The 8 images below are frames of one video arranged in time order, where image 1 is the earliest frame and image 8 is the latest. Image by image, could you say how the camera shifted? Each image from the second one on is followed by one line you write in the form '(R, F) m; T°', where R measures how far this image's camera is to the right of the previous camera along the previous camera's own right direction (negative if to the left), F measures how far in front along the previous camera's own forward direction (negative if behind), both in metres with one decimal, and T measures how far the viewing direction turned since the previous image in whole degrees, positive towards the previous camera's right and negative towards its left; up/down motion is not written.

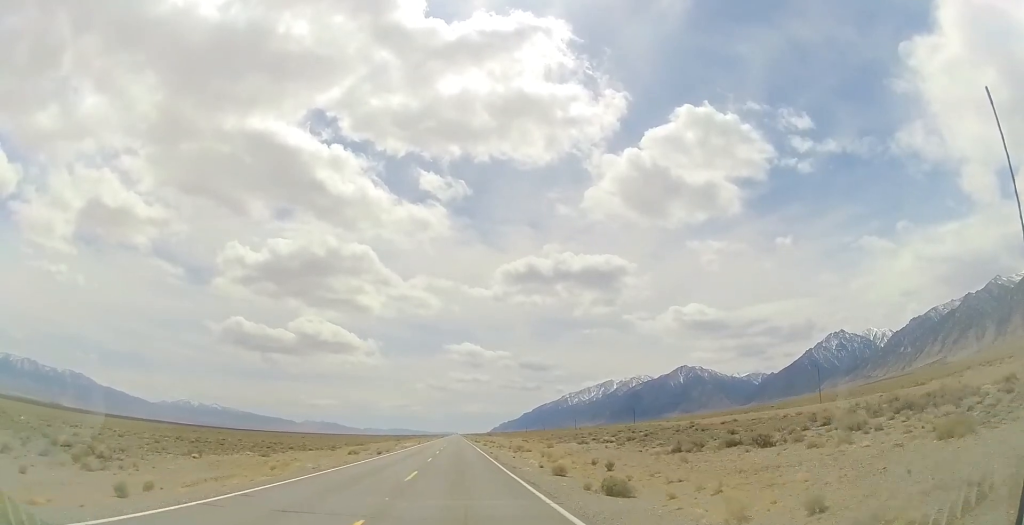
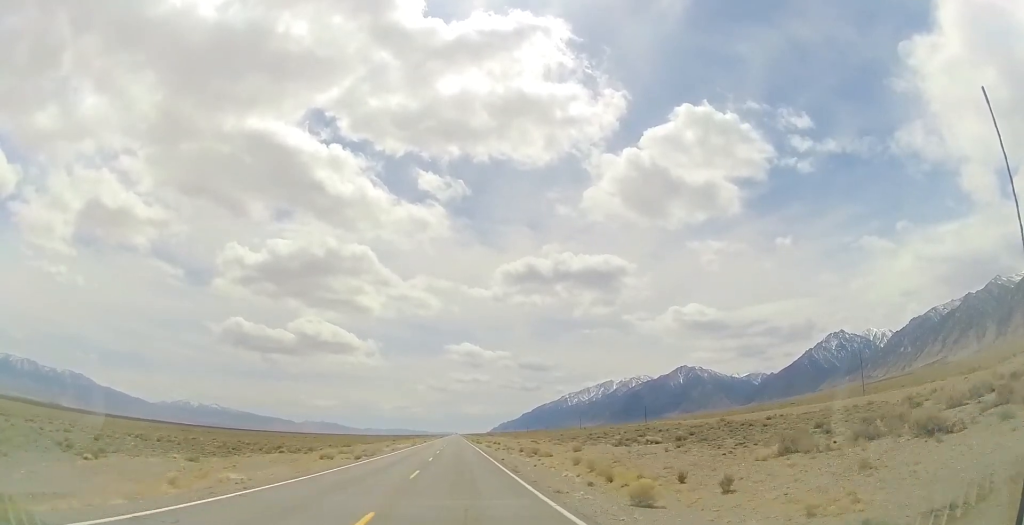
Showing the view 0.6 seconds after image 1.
(+0.3, +11.9) m; 0°
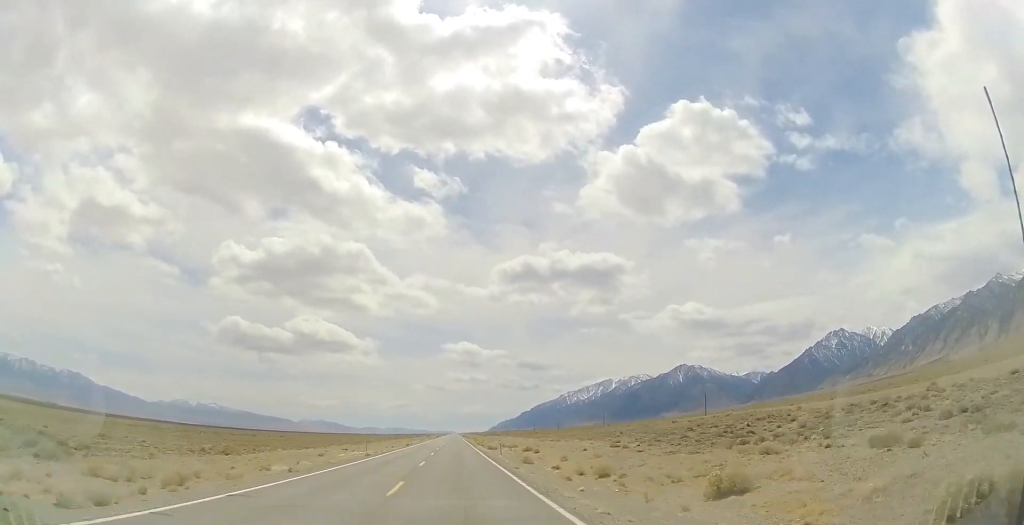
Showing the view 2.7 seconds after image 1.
(+0.9, +43.6) m; +2°
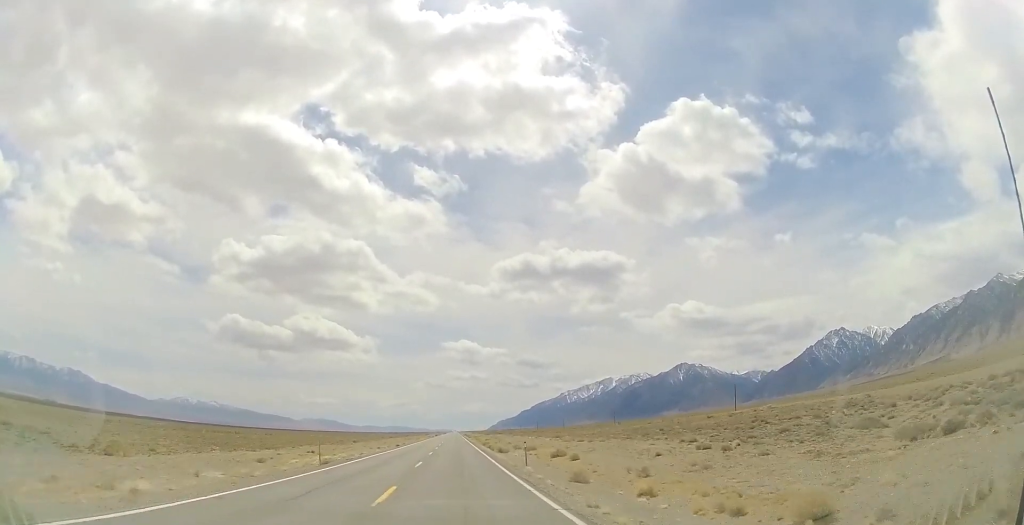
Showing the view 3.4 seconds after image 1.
(-0.2, +14.6) m; 0°
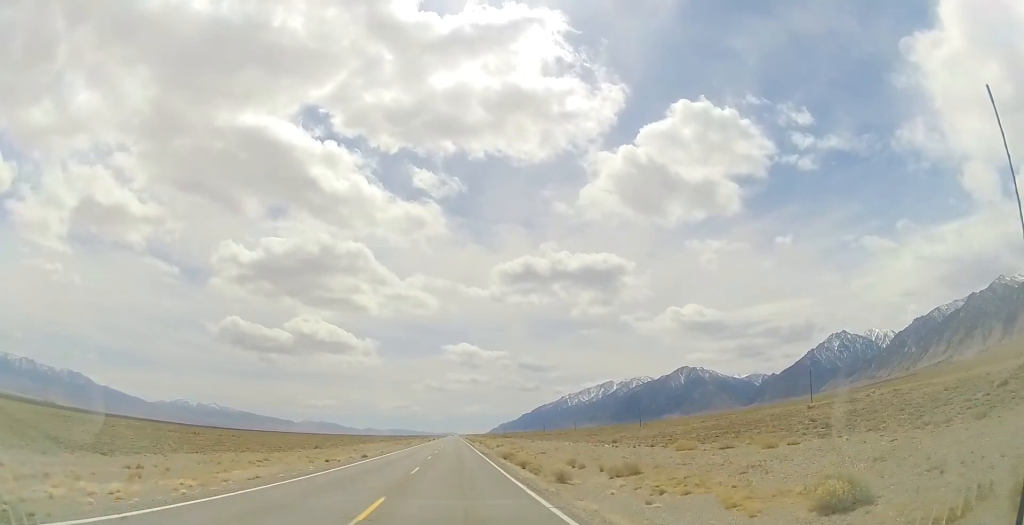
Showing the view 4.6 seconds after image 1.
(-0.2, +27.2) m; 0°
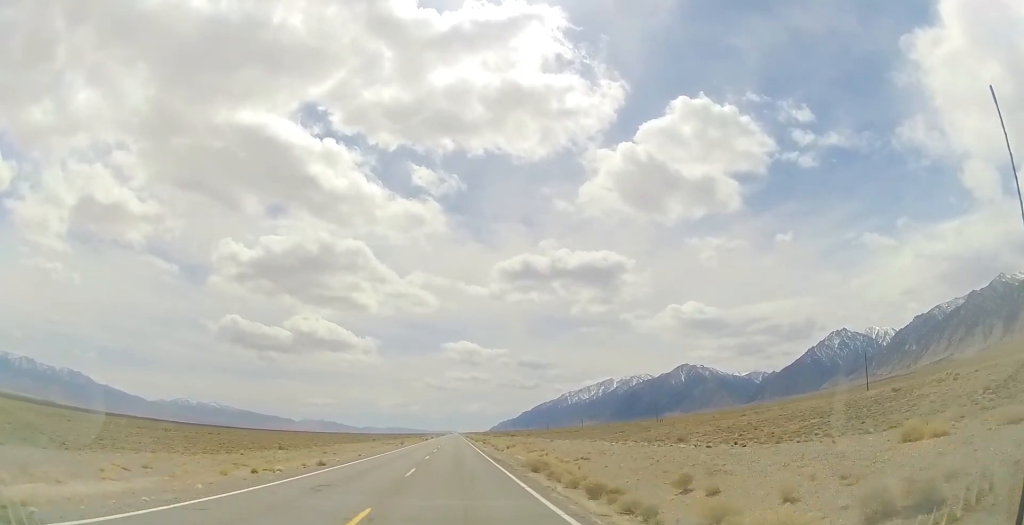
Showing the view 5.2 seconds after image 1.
(0.0, +14.9) m; 0°
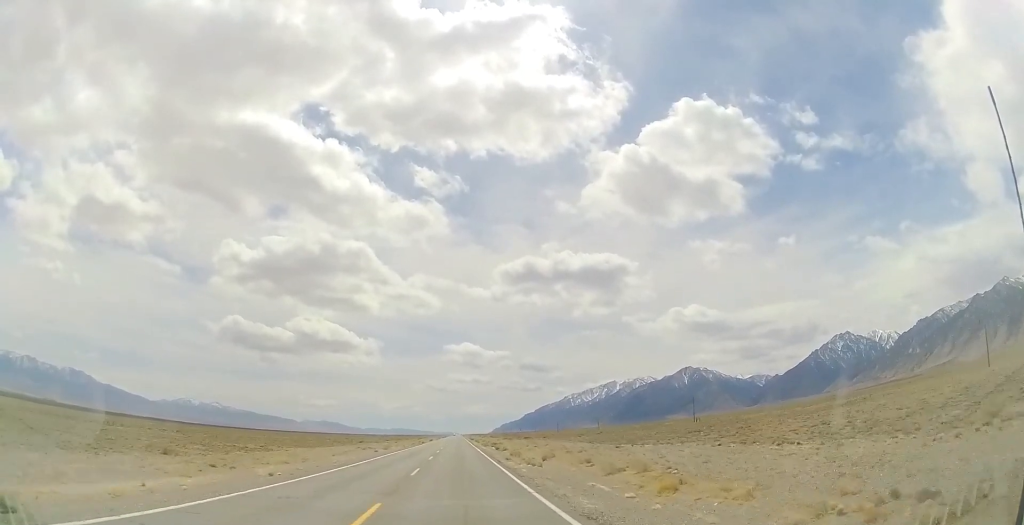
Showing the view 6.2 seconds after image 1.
(-0.2, +24.0) m; -1°
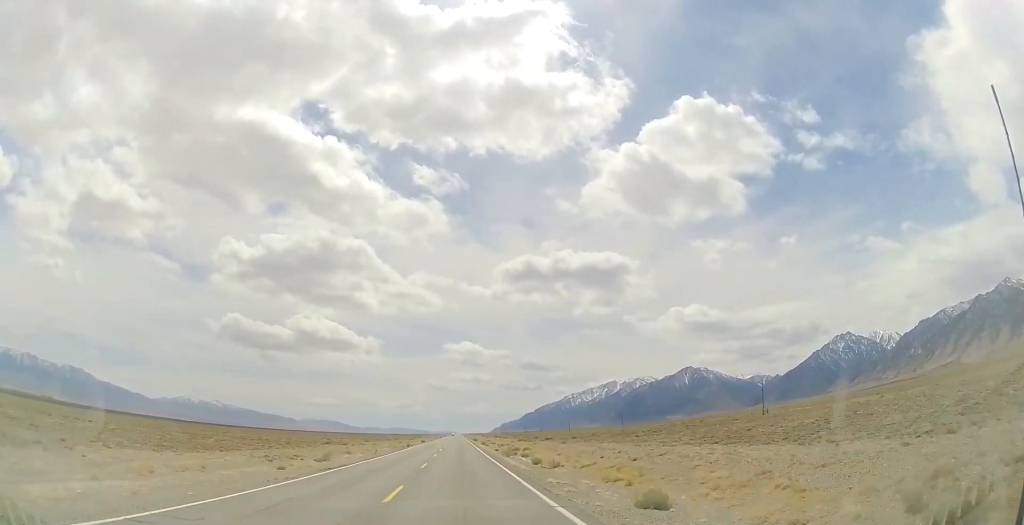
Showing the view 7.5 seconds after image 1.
(-0.3, +32.9) m; -1°
